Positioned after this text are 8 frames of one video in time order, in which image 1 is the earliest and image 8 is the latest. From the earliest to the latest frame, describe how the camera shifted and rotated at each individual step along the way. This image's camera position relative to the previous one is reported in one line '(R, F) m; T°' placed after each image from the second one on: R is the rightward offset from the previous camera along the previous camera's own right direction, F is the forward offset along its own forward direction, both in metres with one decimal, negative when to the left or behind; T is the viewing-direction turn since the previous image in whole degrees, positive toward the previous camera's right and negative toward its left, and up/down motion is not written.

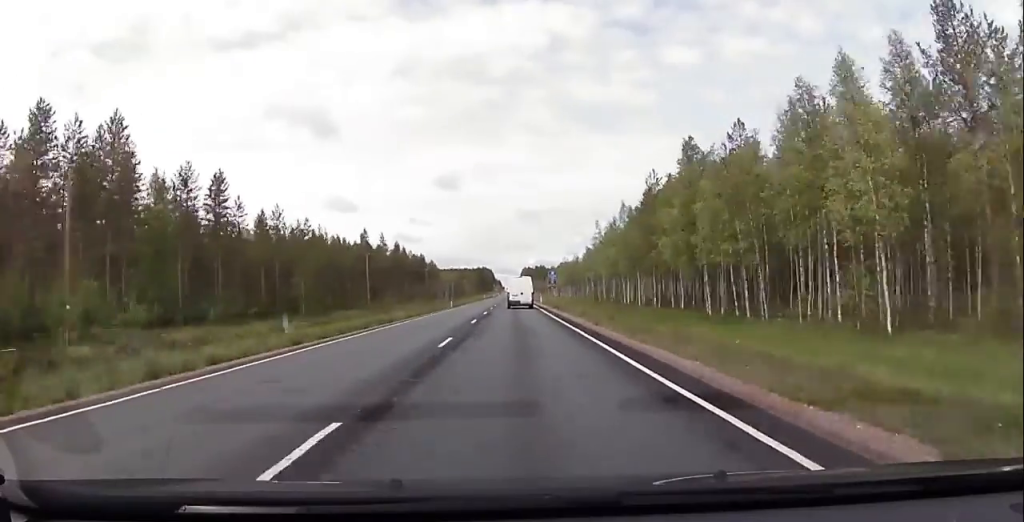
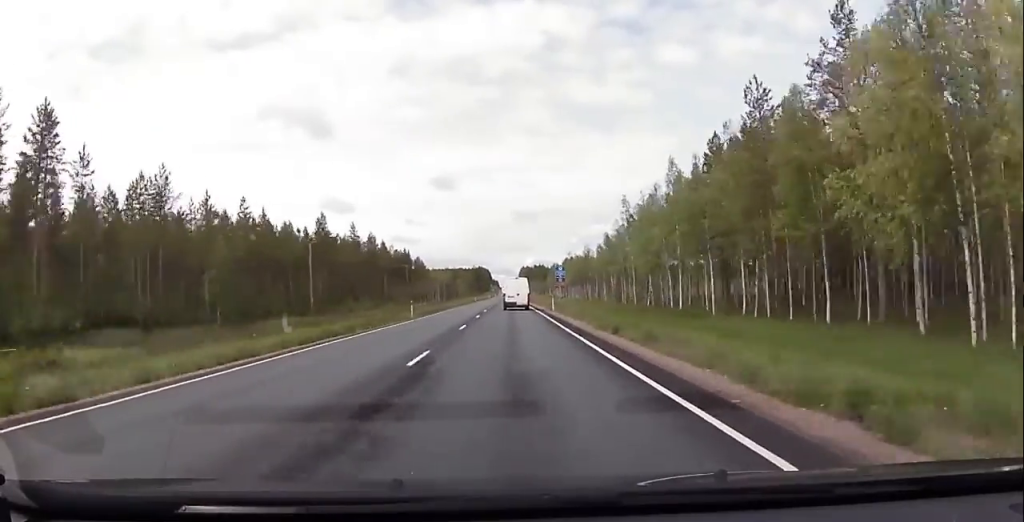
(0.0, +27.8) m; 0°
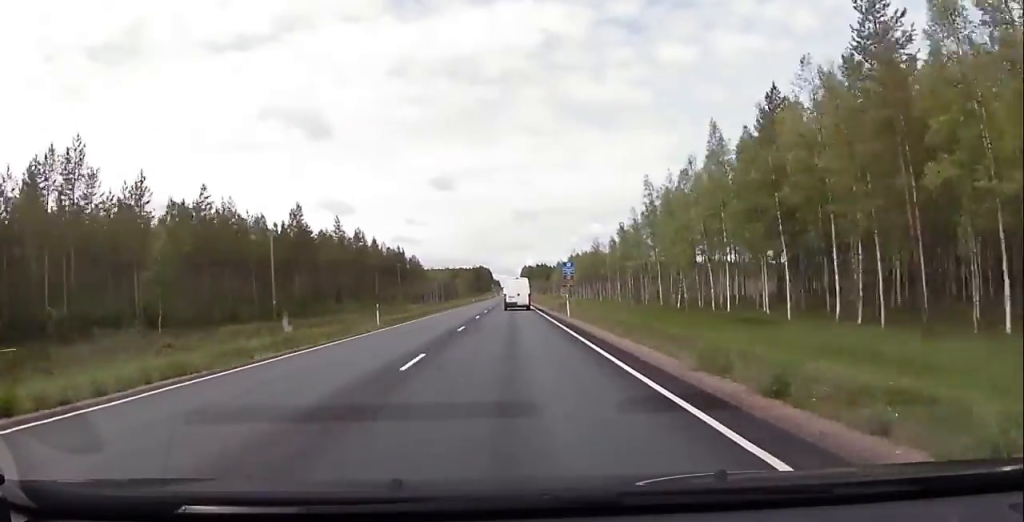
(0.0, +12.6) m; 0°
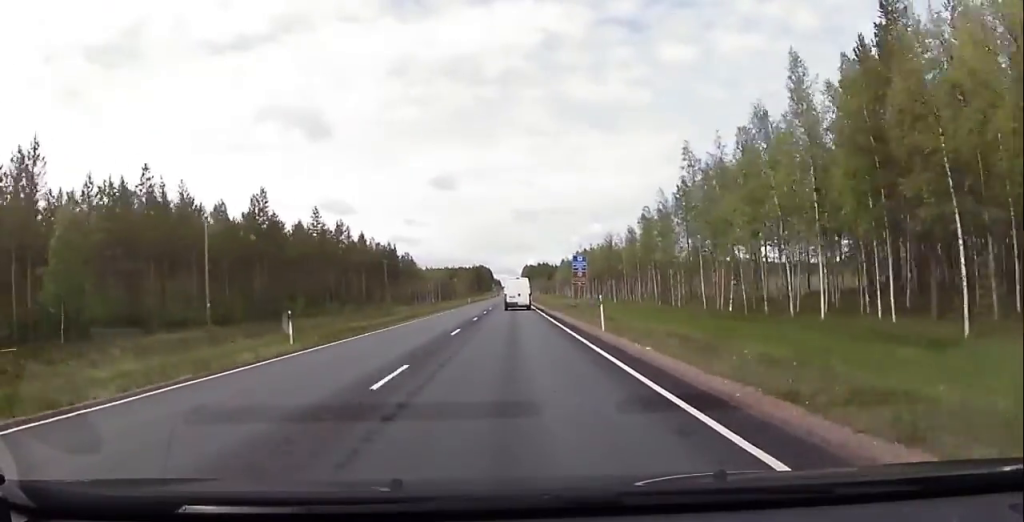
(0.0, +14.2) m; 0°
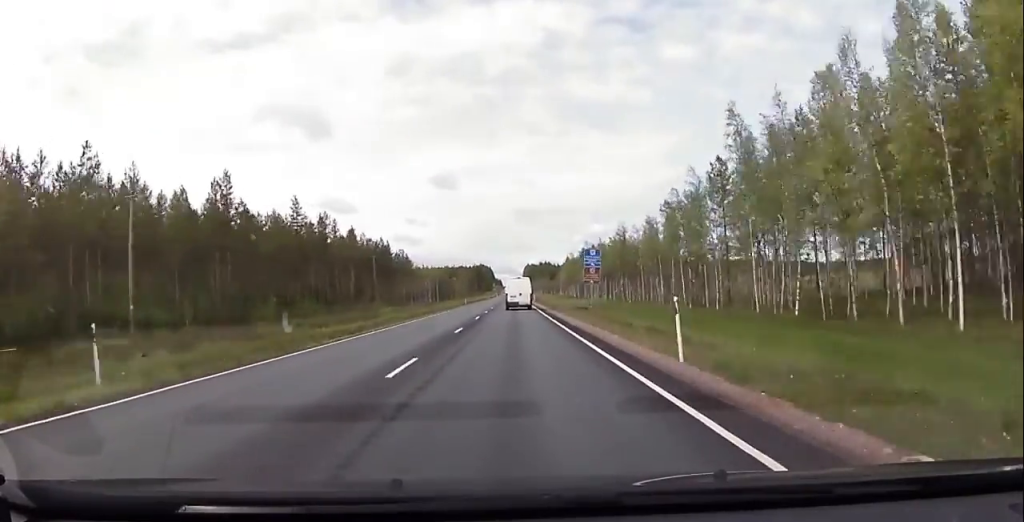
(0.0, +10.8) m; 0°
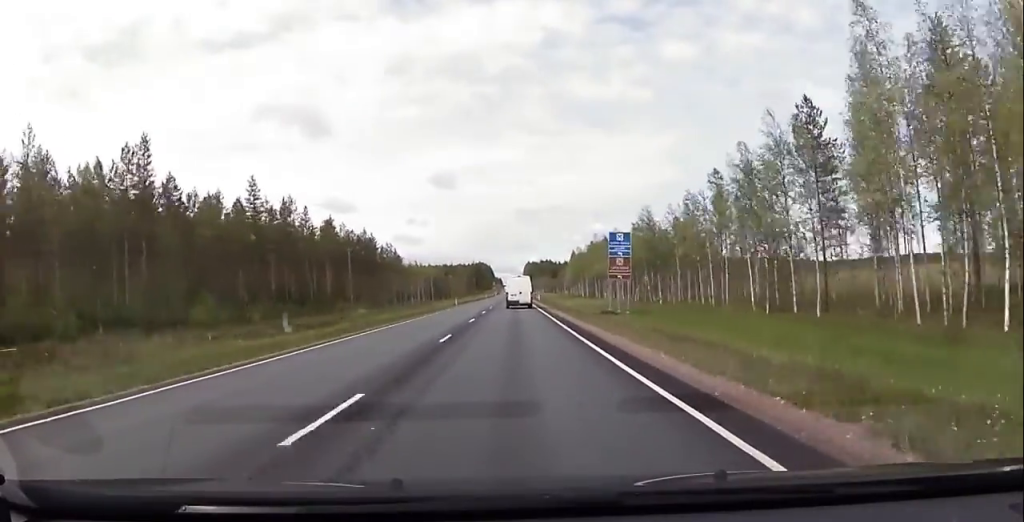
(0.0, +16.6) m; 0°
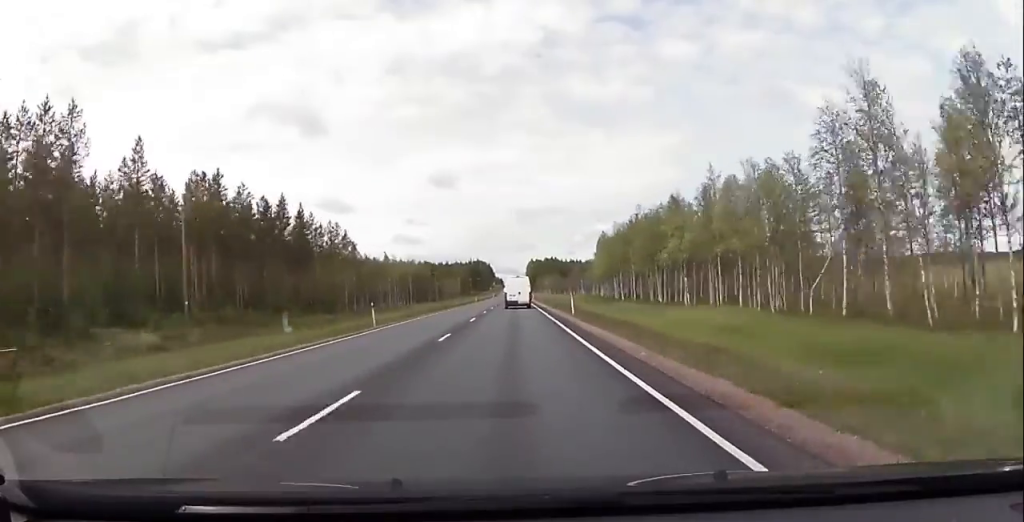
(-0.8, +47.7) m; -1°
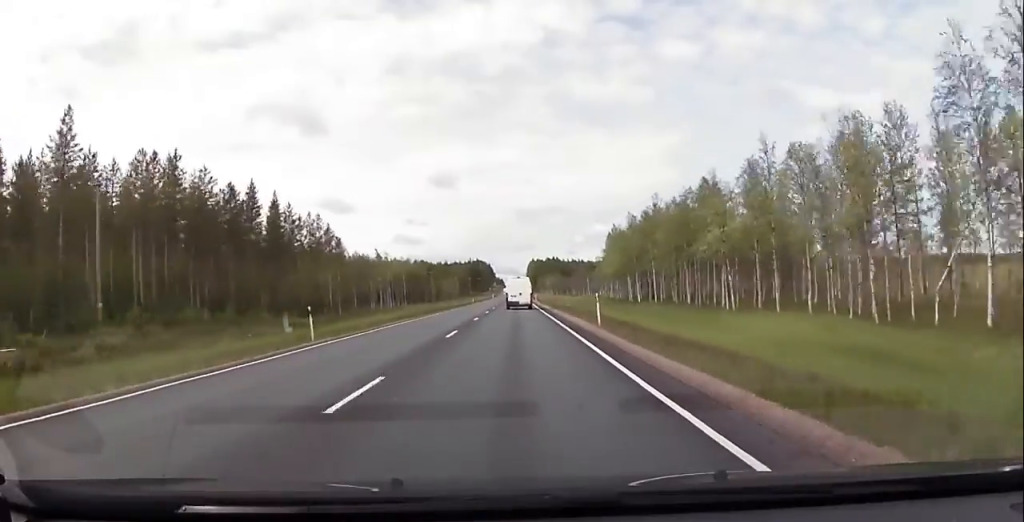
(-0.1, +10.6) m; 0°
